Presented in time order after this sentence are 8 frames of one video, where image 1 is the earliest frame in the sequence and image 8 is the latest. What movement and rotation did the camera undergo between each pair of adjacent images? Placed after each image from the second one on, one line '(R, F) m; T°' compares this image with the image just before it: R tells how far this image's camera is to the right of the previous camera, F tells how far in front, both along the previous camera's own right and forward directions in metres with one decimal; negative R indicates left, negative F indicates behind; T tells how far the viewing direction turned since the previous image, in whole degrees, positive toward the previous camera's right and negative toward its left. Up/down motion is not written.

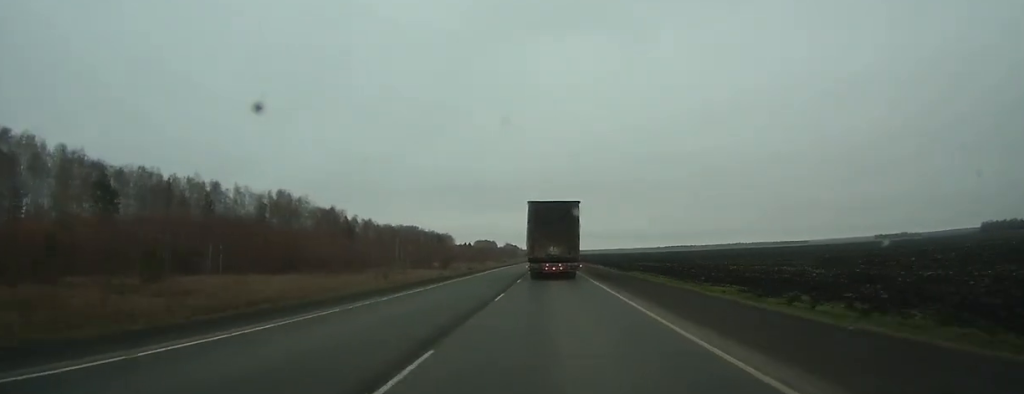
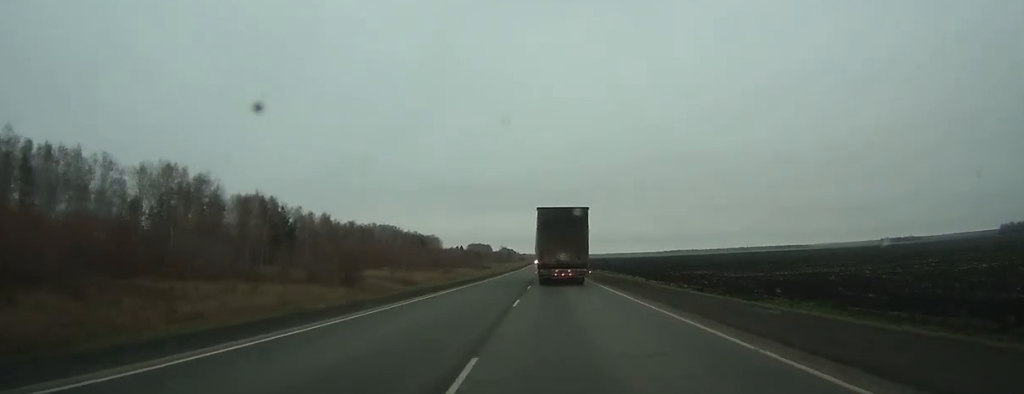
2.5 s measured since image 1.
(-0.2, +60.8) m; 0°
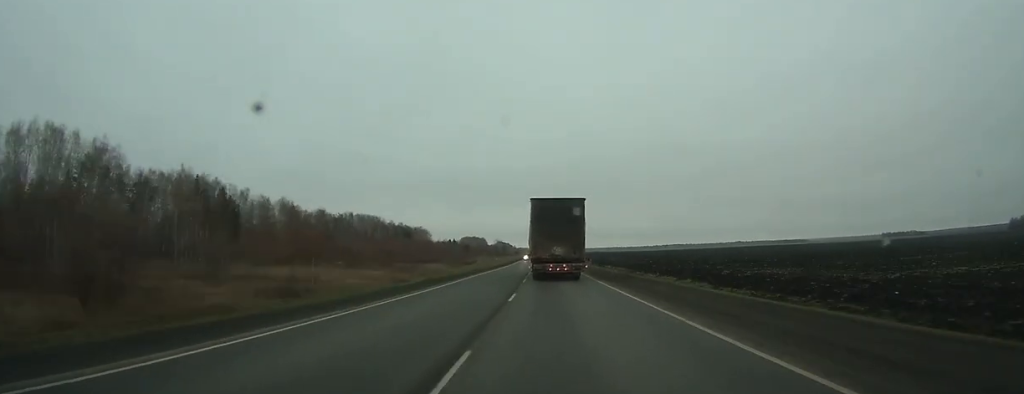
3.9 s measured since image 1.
(0.0, +35.3) m; 0°
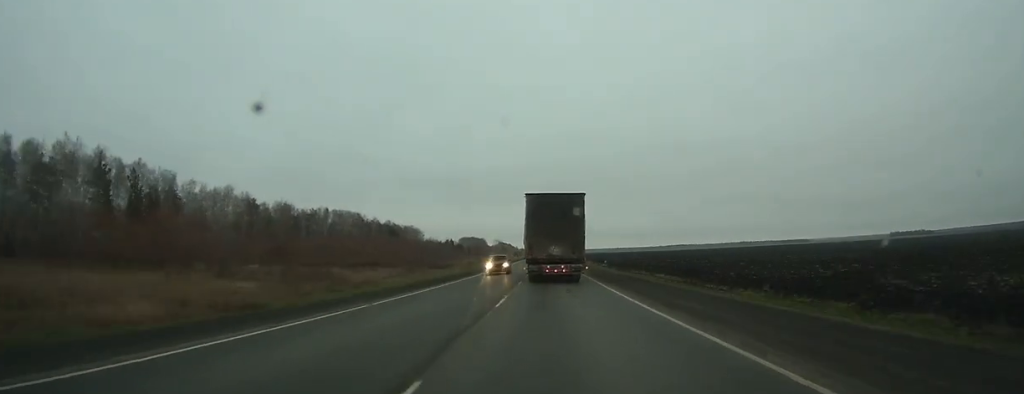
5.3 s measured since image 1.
(+0.2, +37.6) m; 0°
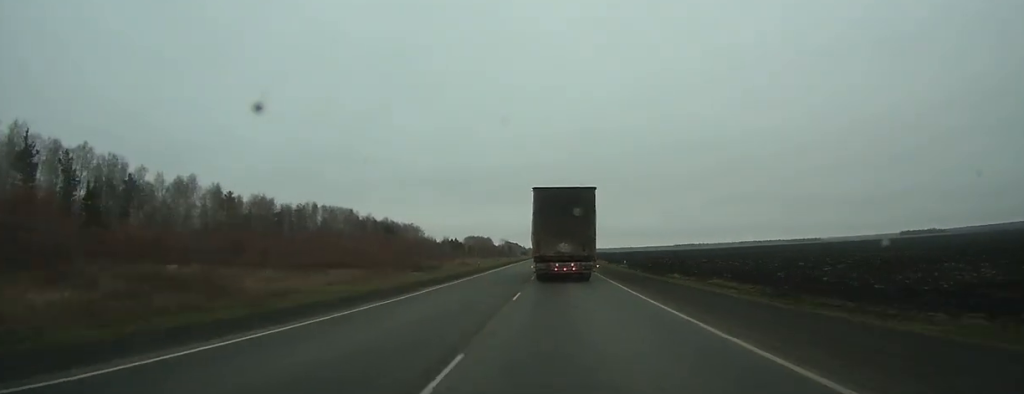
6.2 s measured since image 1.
(0.0, +22.4) m; 0°
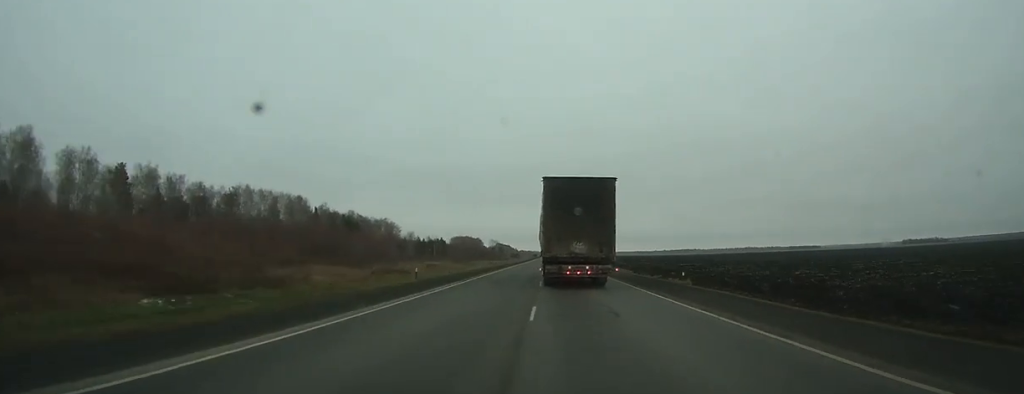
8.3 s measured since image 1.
(-0.1, +53.3) m; 0°
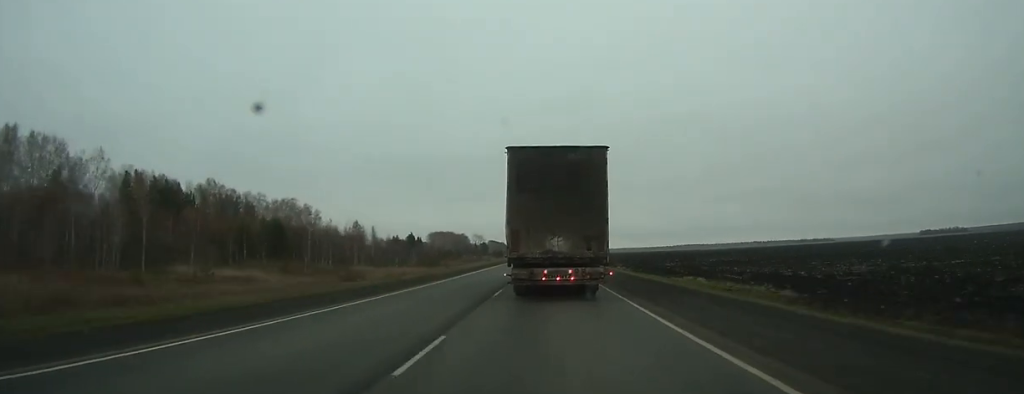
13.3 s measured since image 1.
(+1.2, +127.2) m; +1°
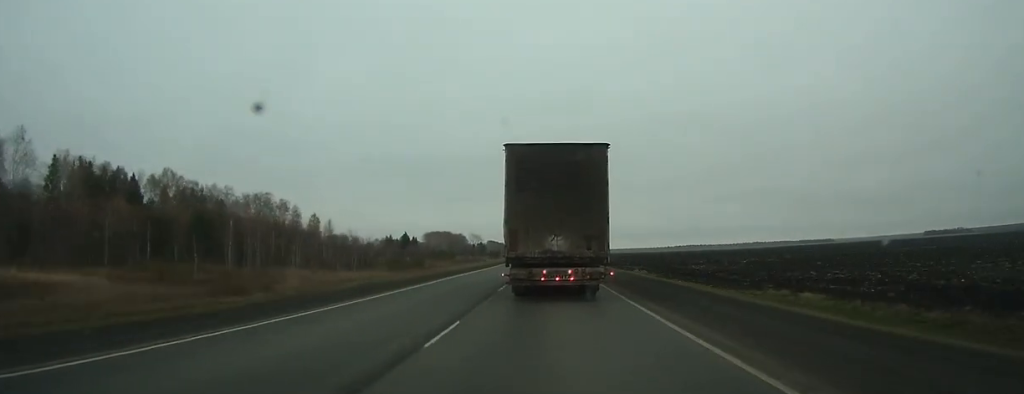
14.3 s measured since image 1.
(0.0, +22.4) m; 0°
